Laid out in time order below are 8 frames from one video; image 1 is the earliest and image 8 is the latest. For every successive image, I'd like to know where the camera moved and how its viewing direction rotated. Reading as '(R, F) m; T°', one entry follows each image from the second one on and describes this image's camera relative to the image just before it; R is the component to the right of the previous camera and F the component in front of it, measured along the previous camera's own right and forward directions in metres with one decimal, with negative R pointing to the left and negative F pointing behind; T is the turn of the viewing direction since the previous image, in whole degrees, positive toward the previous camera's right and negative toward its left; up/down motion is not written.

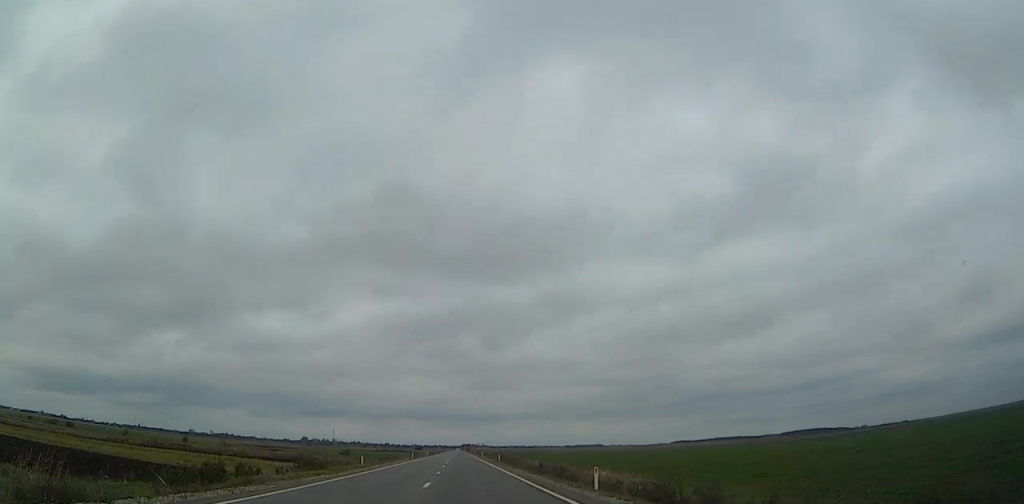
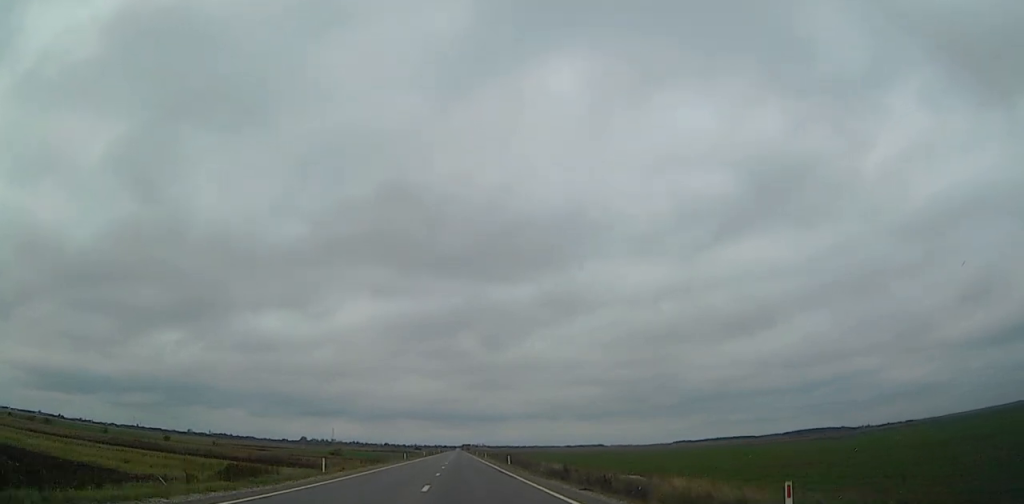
(0.0, +13.4) m; 0°
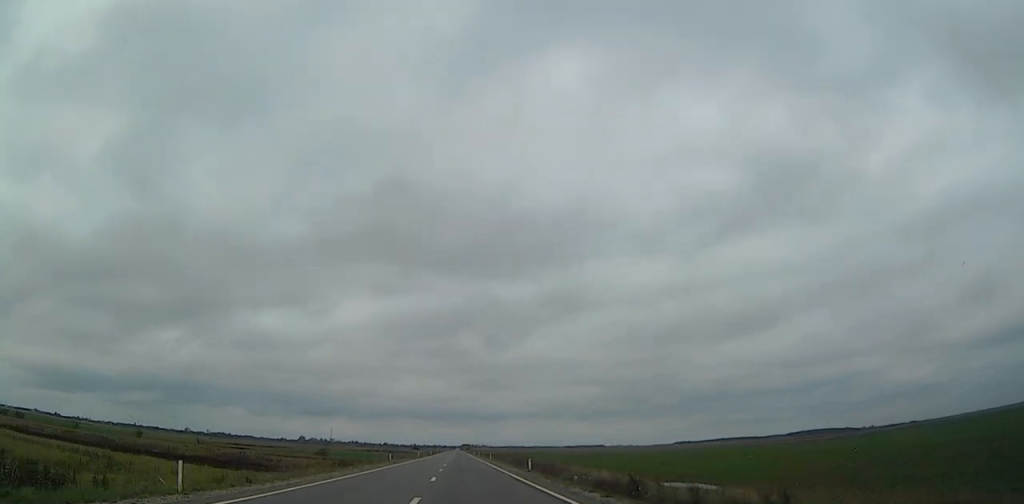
(+0.1, +17.4) m; 0°
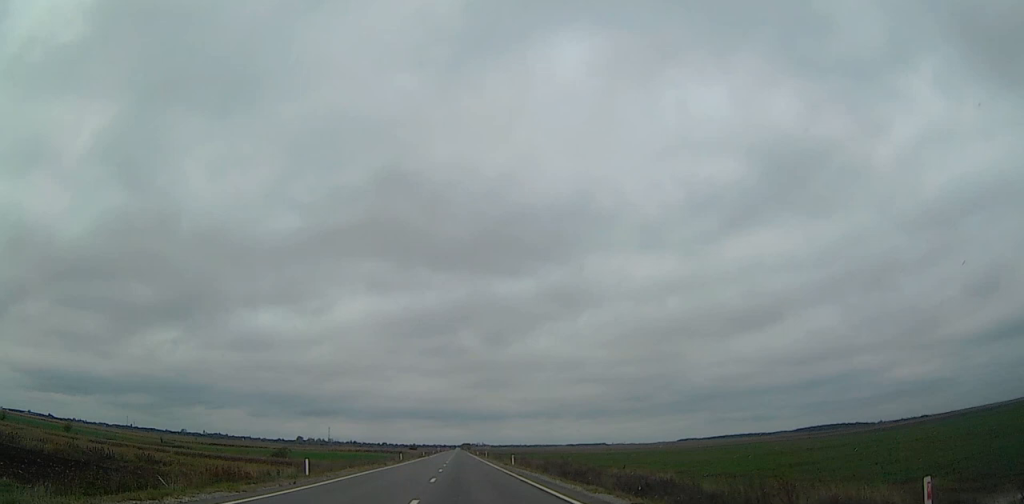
(0.0, +35.7) m; 0°
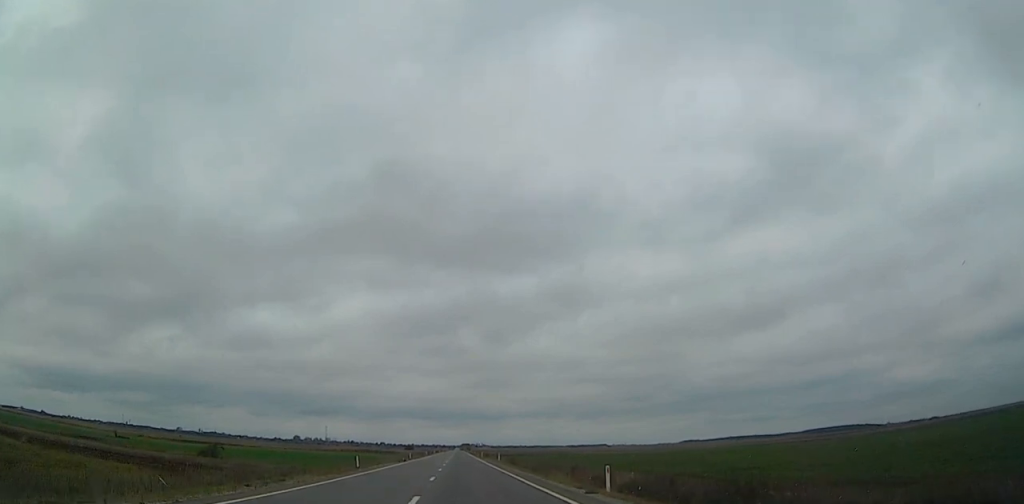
(+0.1, +33.7) m; 0°
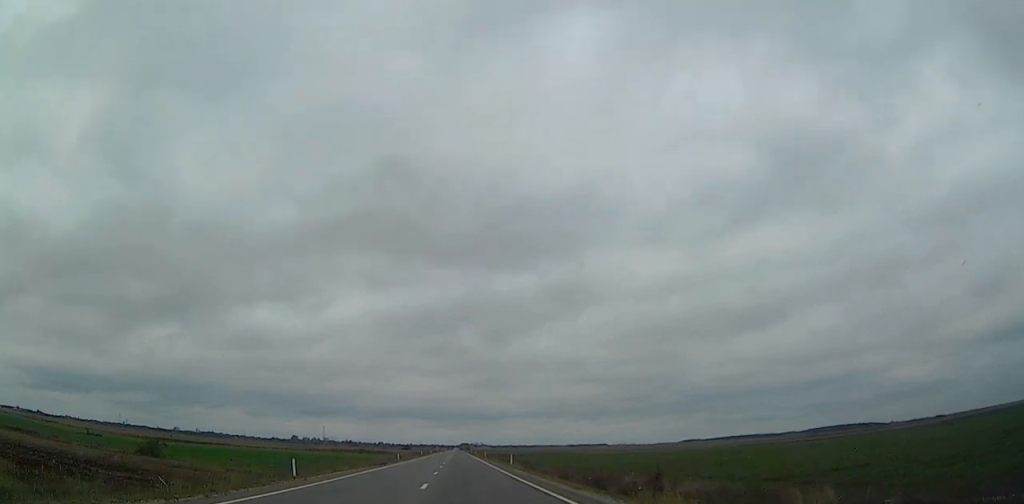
(0.0, +17.4) m; 0°
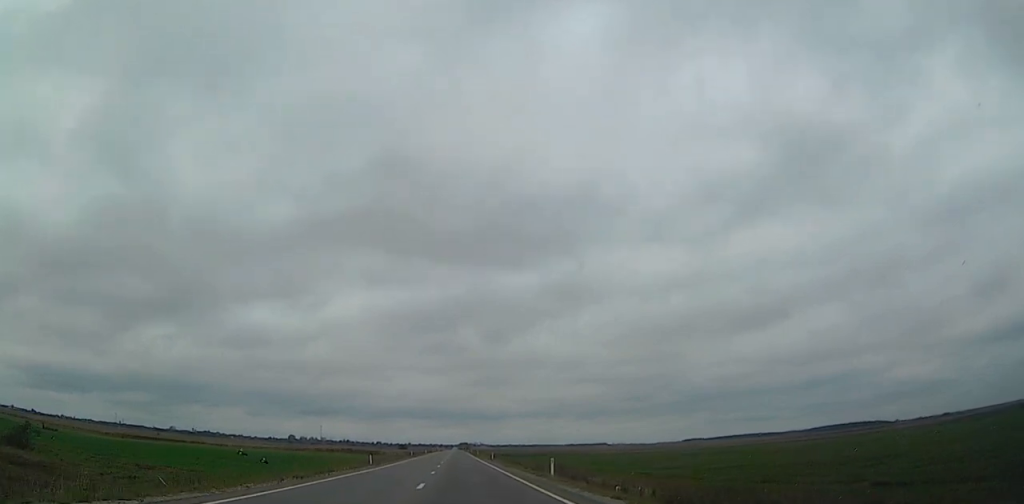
(0.0, +23.6) m; 0°
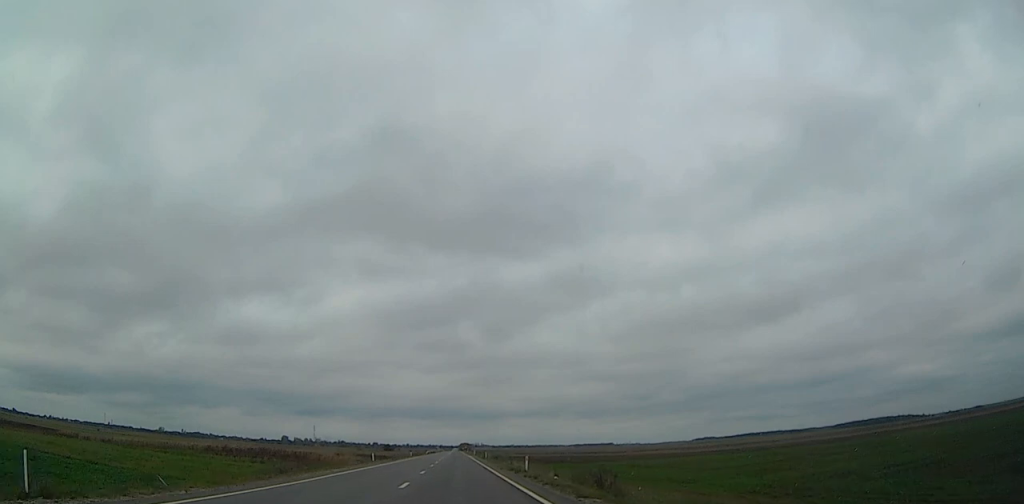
(+0.1, +93.8) m; 0°
